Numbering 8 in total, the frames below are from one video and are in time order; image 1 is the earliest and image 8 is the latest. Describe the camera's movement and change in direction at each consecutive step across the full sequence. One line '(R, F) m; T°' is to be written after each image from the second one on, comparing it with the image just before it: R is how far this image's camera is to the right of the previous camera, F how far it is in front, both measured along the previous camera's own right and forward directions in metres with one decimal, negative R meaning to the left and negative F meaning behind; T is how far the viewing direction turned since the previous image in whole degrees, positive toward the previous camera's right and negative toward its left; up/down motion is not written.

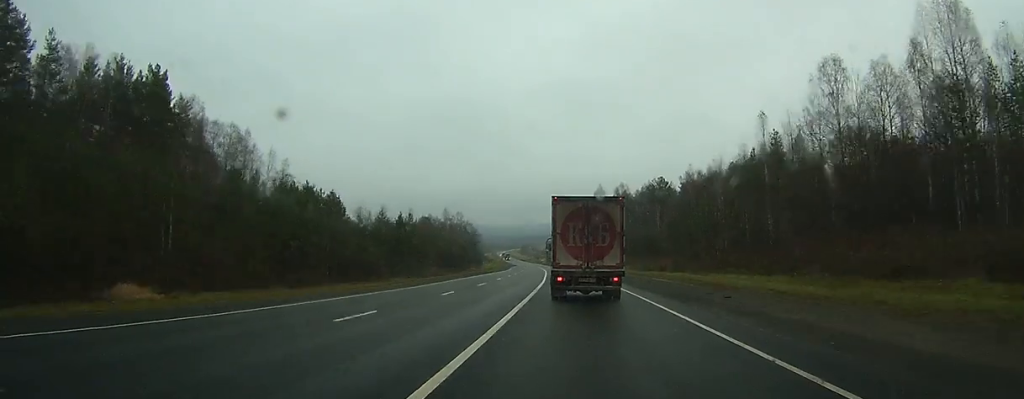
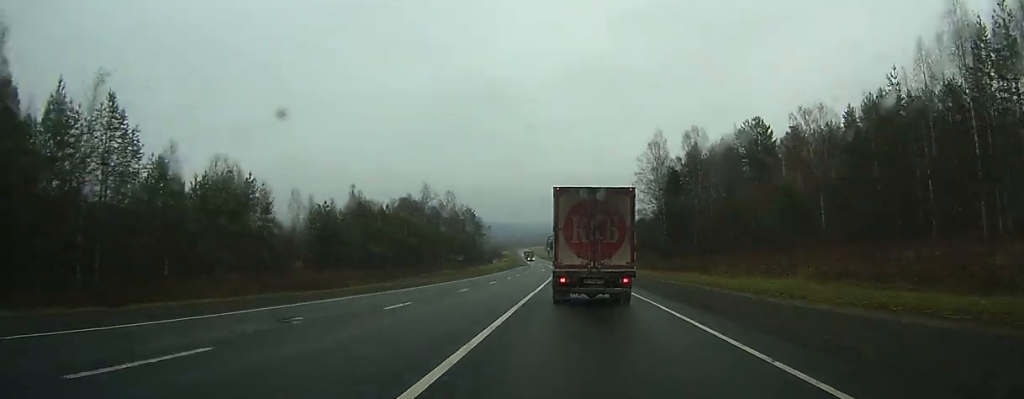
(-1.9, +81.1) m; -3°
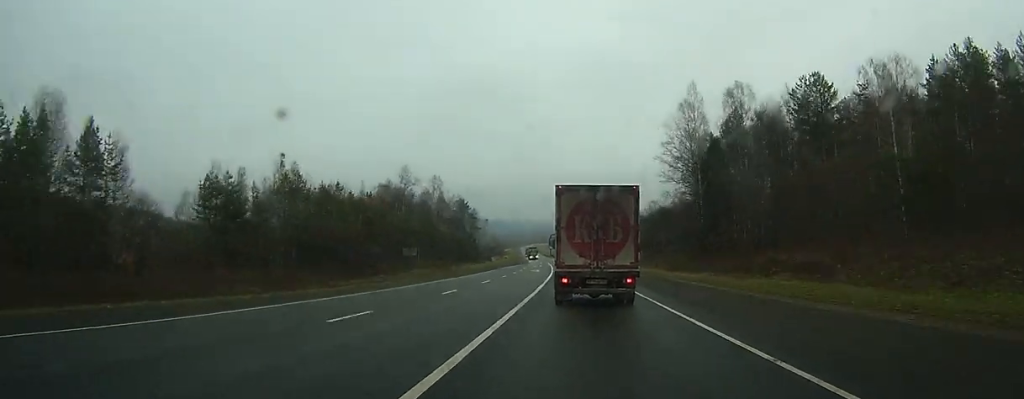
(-0.2, +28.5) m; -1°
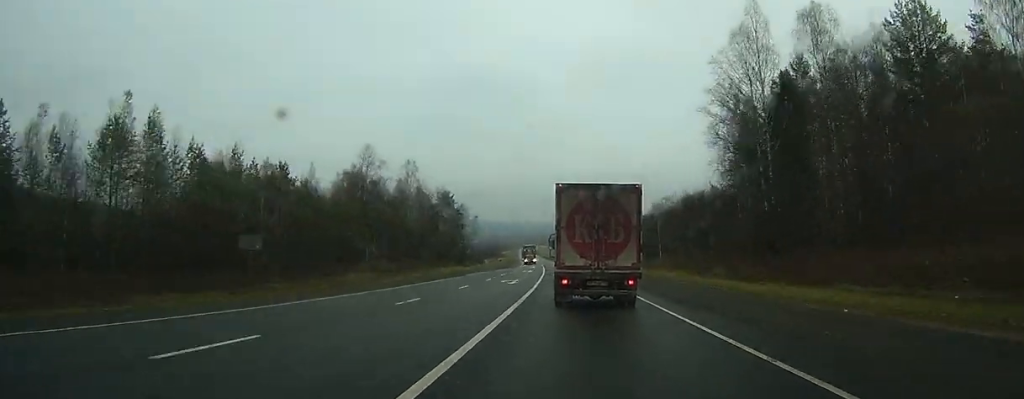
(-0.3, +29.7) m; -1°
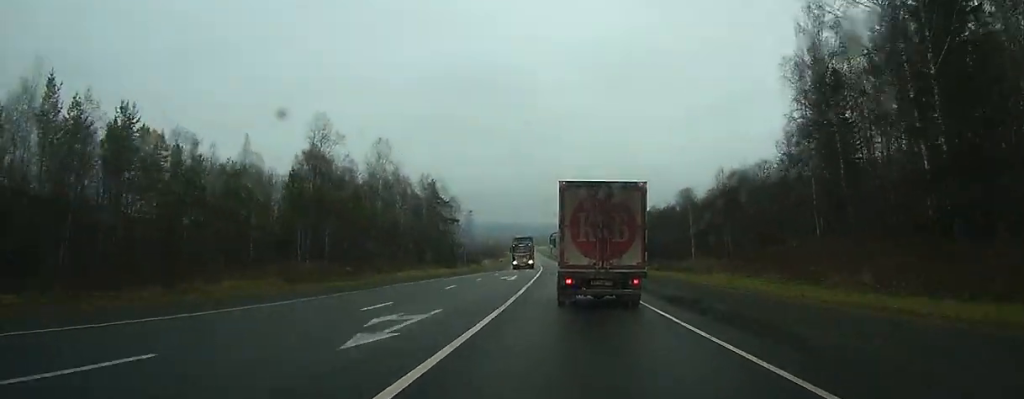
(-0.1, +26.6) m; -1°
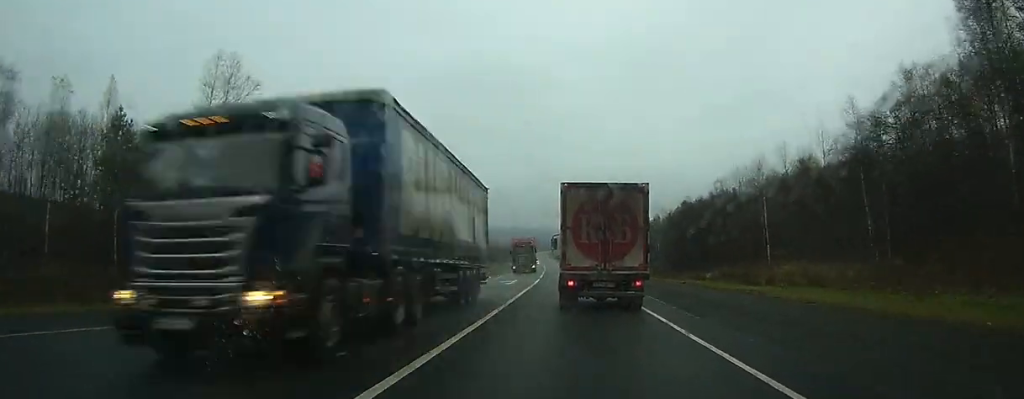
(-0.2, +32.7) m; -1°
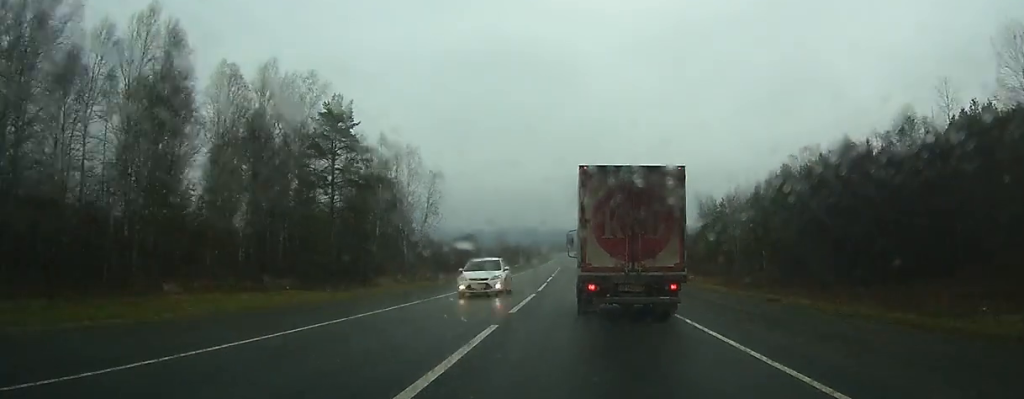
(-1.2, +55.6) m; -2°
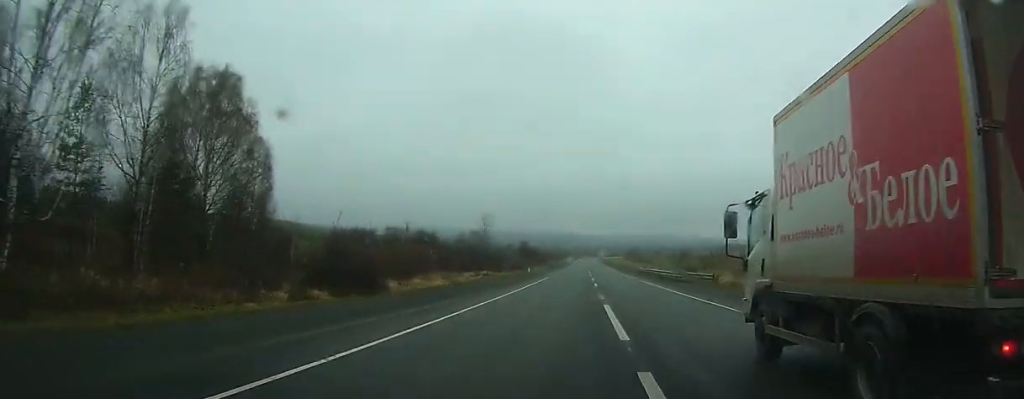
(-1.5, +74.3) m; -2°
